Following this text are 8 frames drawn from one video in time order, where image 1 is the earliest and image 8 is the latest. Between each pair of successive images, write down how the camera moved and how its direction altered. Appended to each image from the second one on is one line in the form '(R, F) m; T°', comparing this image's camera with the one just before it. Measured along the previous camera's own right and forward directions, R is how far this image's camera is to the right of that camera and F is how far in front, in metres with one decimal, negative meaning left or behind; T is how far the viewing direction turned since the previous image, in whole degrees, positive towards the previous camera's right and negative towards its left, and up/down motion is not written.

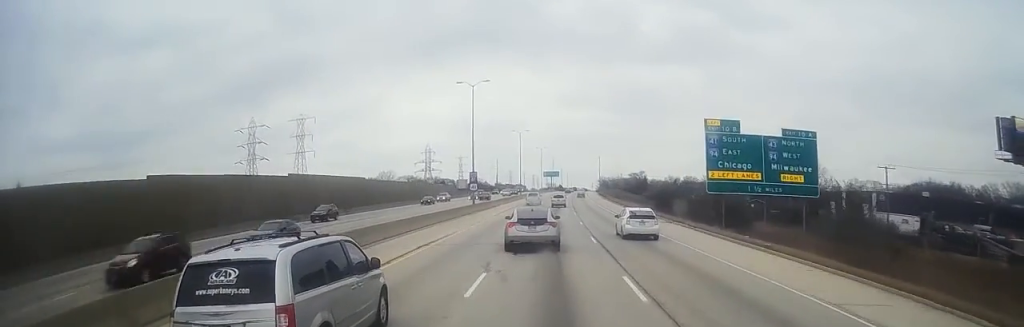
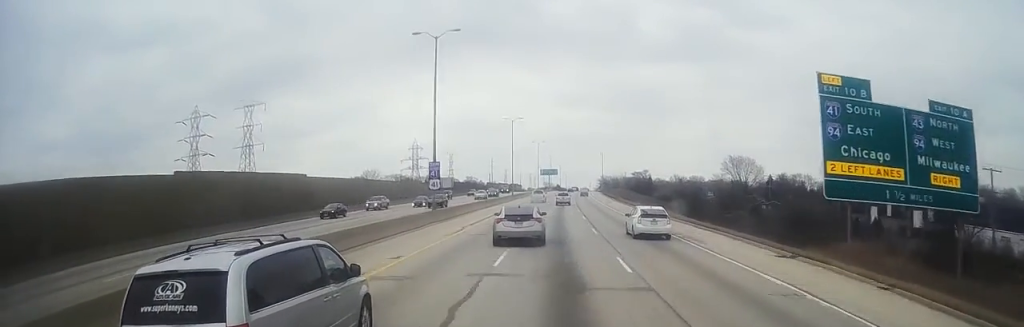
(-0.2, +22.3) m; 0°
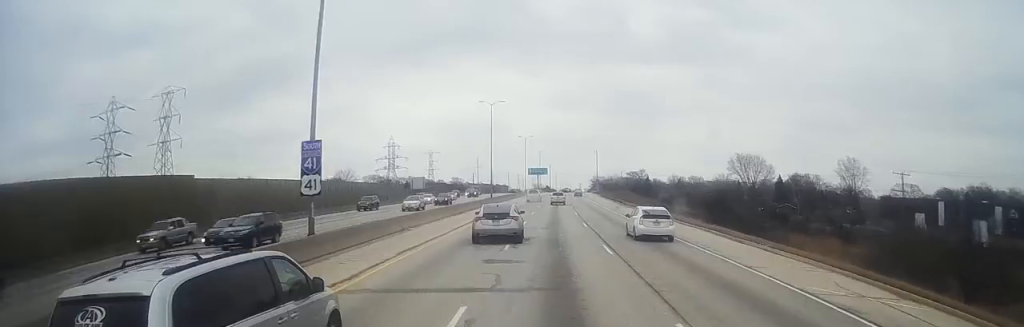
(+0.1, +23.6) m; +2°
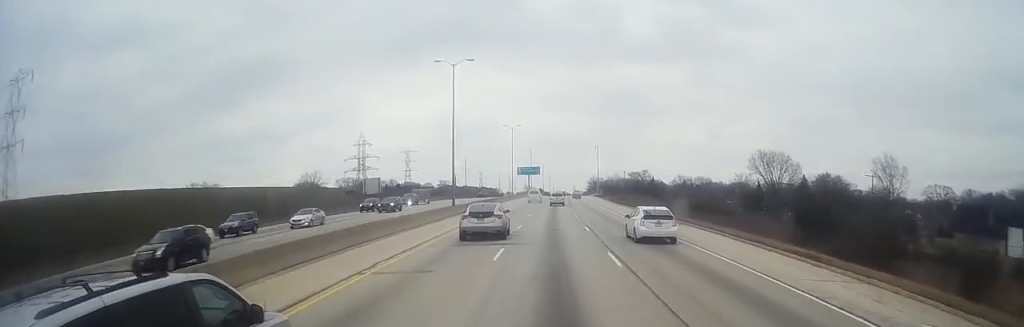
(+1.1, +32.3) m; +2°
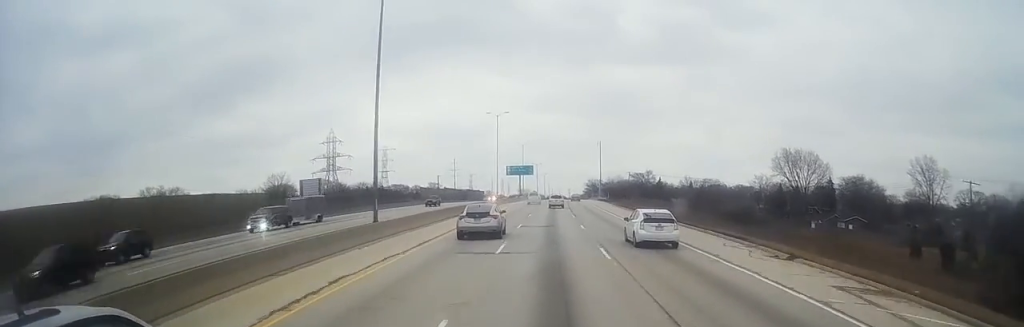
(-0.3, +27.5) m; -1°
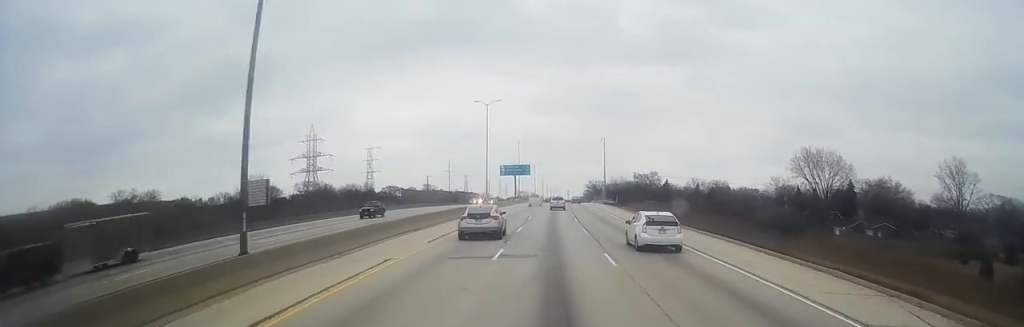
(-0.1, +16.4) m; 0°
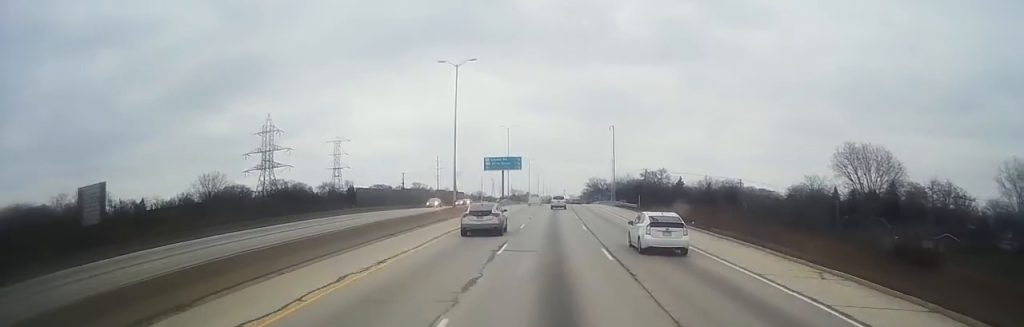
(+0.1, +28.8) m; +1°
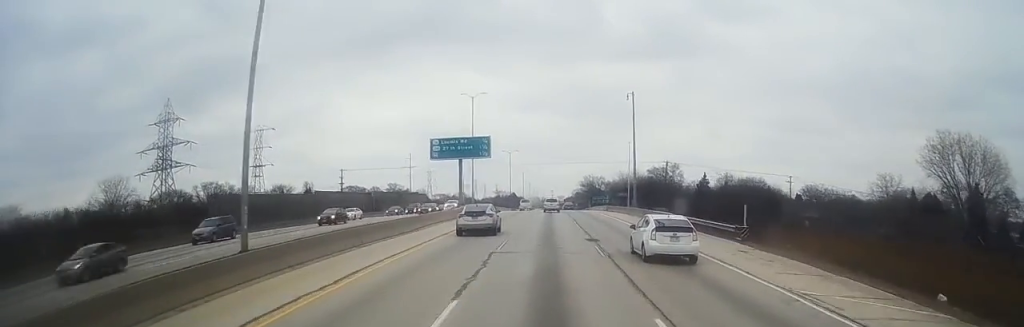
(-0.6, +43.8) m; -1°
